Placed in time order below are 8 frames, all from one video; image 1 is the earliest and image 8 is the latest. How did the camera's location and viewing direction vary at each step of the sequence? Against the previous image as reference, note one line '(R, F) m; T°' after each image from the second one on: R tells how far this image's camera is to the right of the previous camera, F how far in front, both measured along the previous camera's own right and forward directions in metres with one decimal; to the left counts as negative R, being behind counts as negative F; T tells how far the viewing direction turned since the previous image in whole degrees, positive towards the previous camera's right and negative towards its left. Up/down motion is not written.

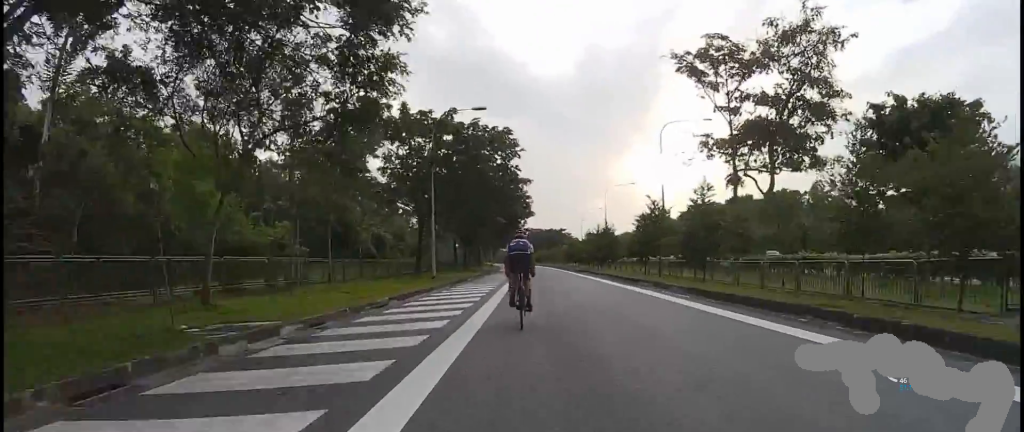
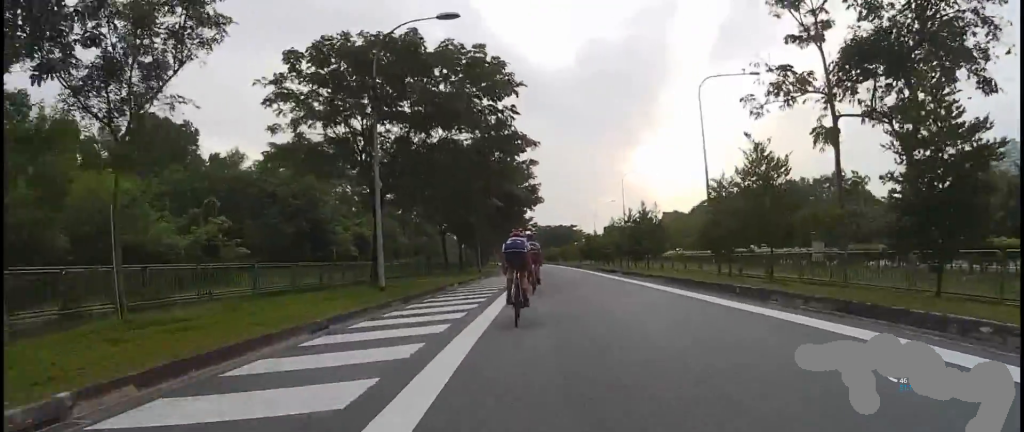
(0.0, +10.8) m; 0°
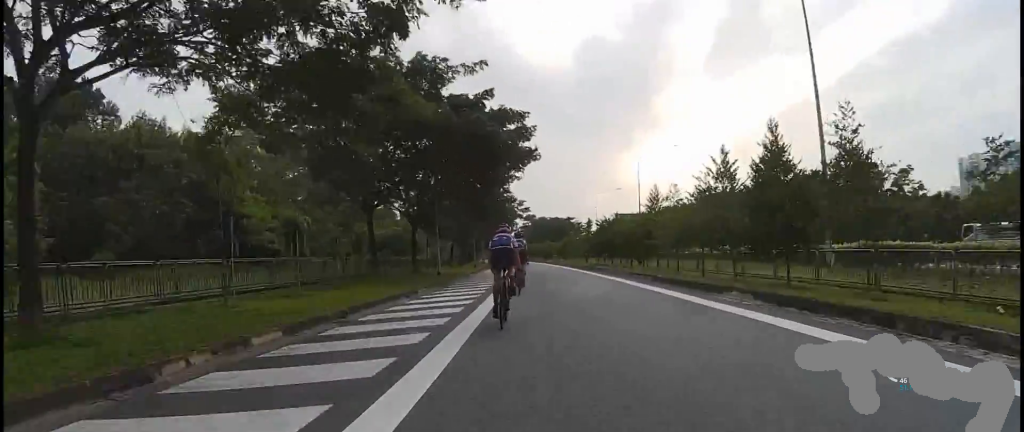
(0.0, +17.0) m; 0°
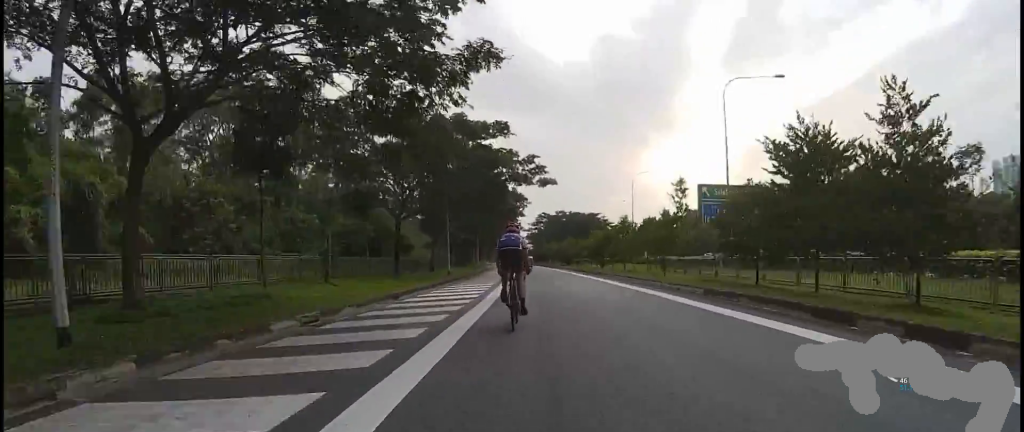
(-1.3, +25.2) m; -7°
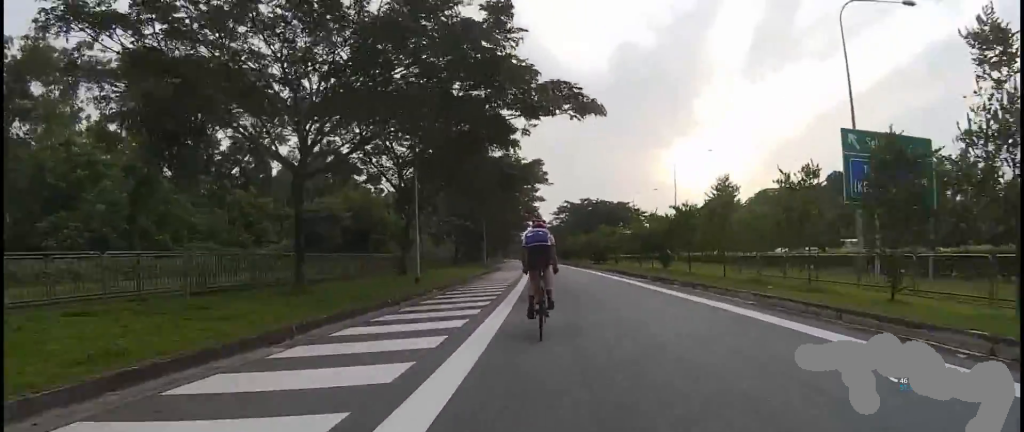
(-0.1, +13.7) m; 0°
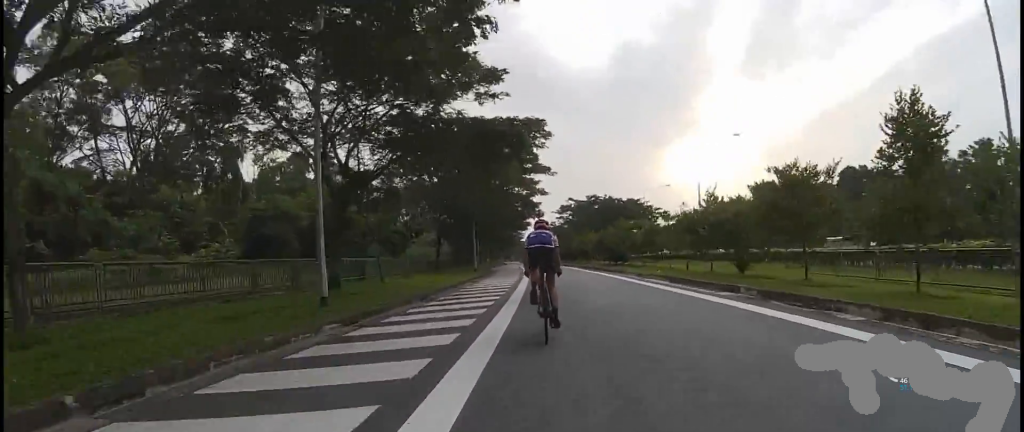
(+0.3, +9.1) m; 0°
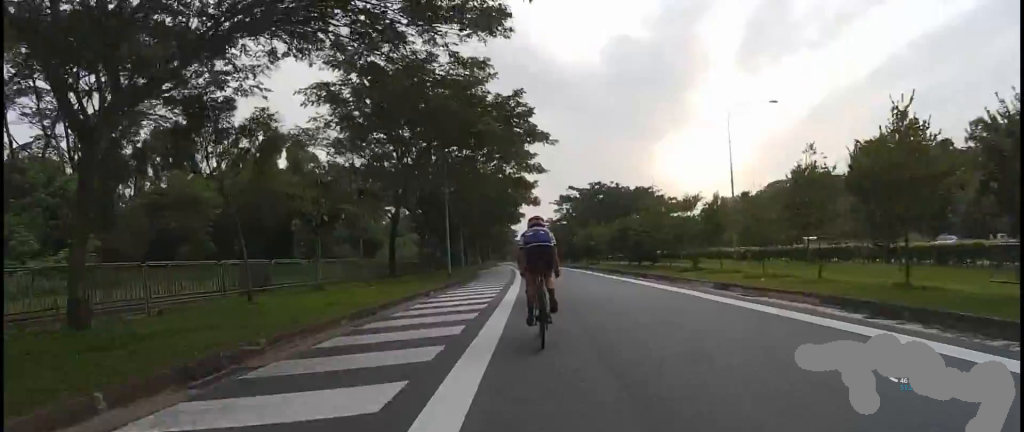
(-0.9, +10.3) m; 0°
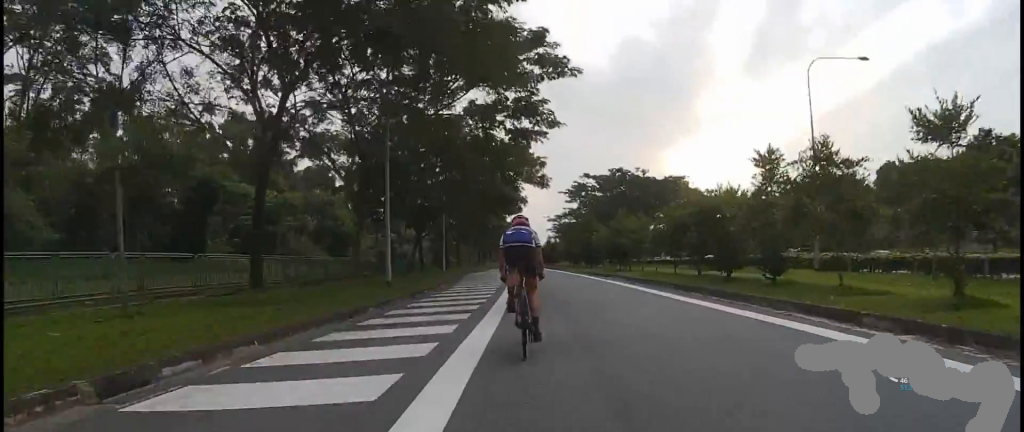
(+1.1, +12.7) m; 0°
